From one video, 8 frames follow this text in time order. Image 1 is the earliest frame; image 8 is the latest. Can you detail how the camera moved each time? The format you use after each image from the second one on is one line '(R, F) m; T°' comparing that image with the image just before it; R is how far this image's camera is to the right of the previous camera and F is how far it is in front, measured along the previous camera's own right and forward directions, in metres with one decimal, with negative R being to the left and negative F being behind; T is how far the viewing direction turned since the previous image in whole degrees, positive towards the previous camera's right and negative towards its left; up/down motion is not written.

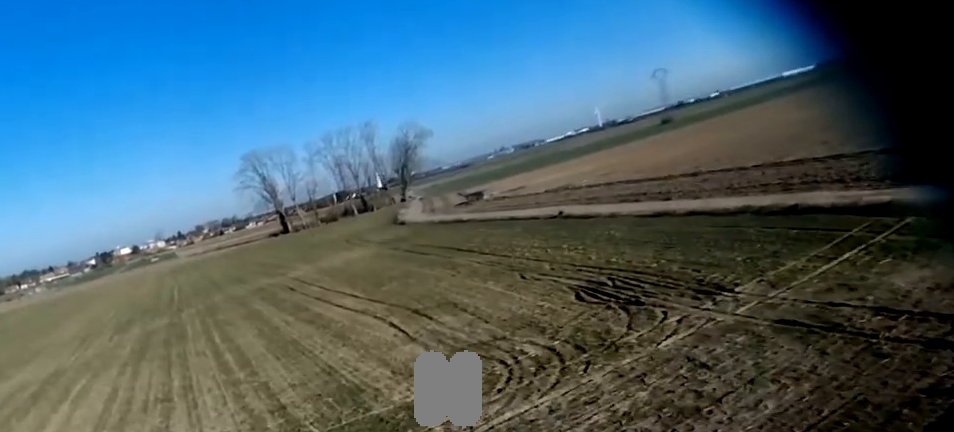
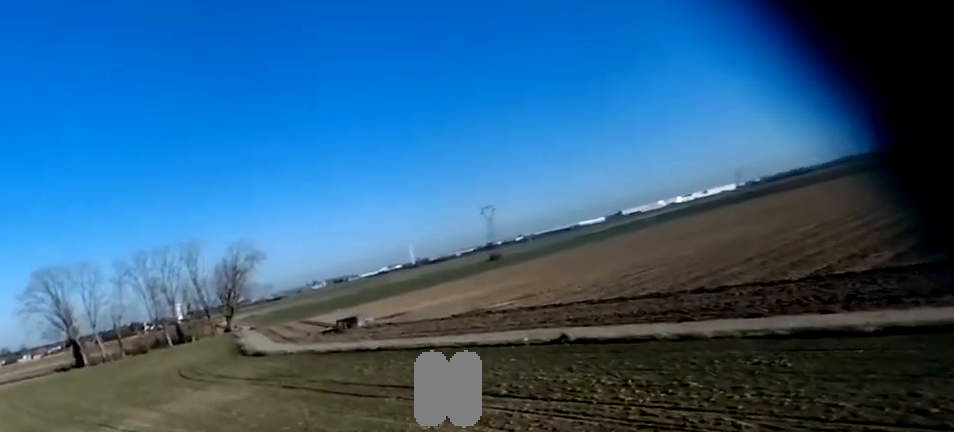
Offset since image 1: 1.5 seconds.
(+3.4, +23.3) m; +15°
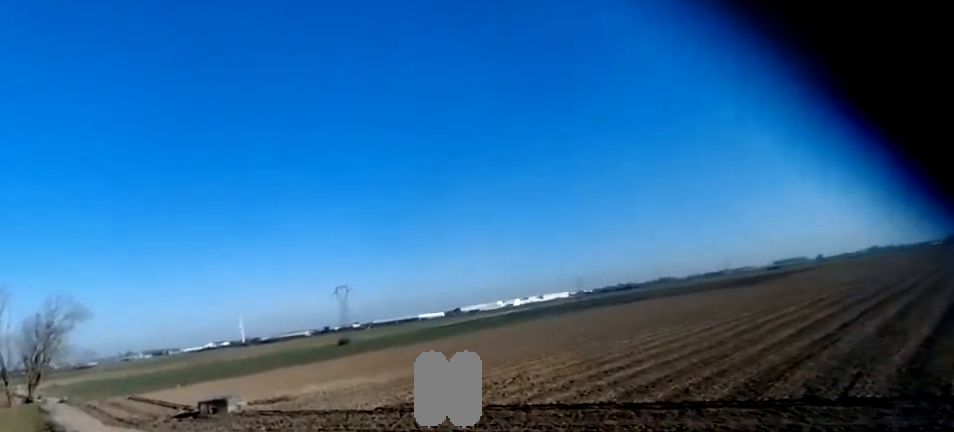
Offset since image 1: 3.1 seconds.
(+1.6, +24.2) m; +8°
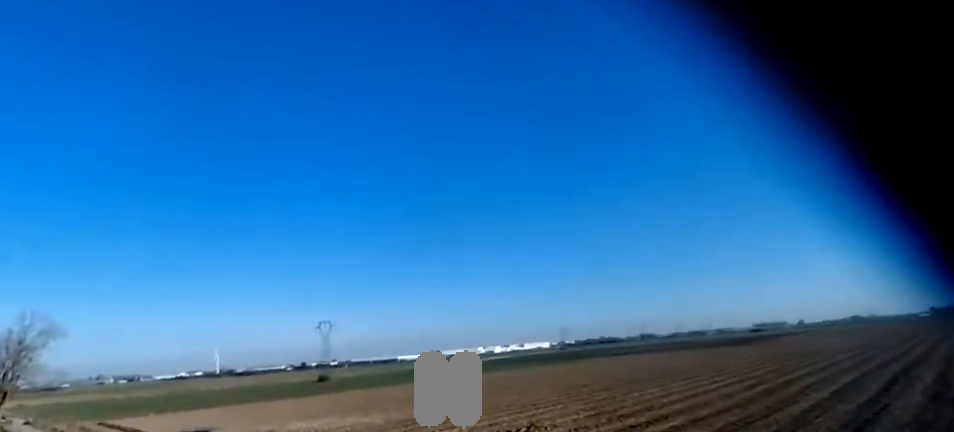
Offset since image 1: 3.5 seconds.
(-0.5, +7.3) m; +4°
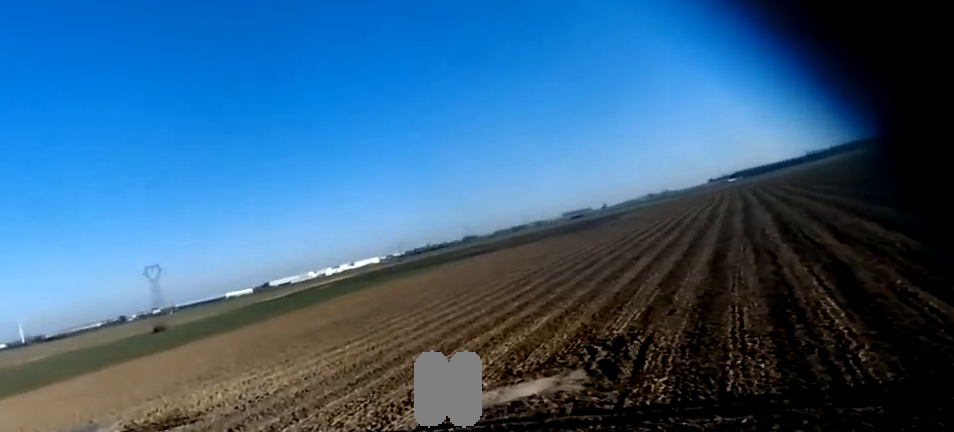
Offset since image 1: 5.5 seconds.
(+4.5, +29.1) m; +15°
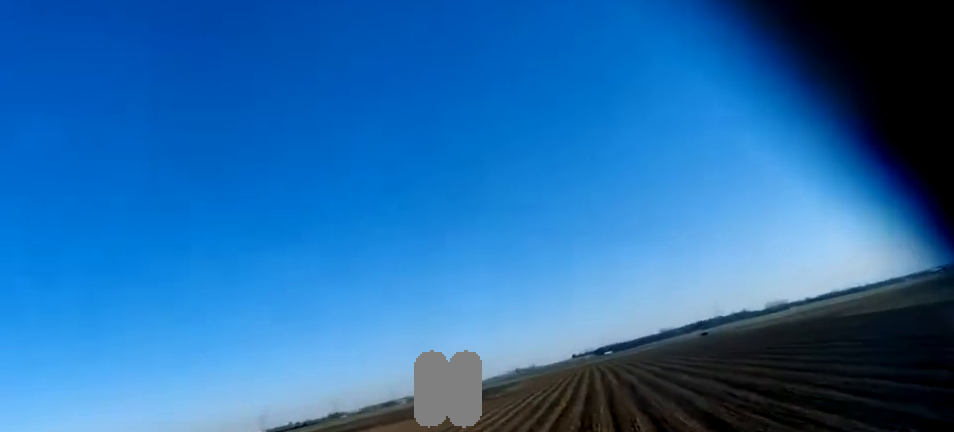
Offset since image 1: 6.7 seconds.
(+1.3, +19.4) m; +6°
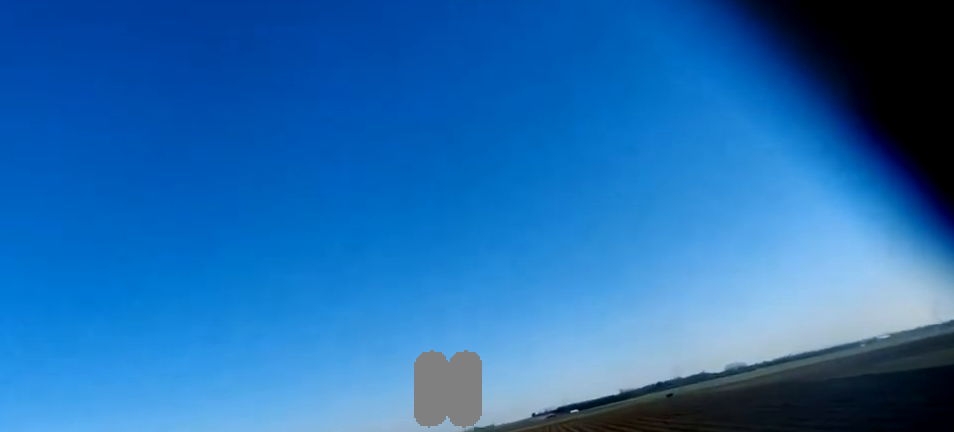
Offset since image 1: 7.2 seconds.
(+0.2, +8.5) m; +4°
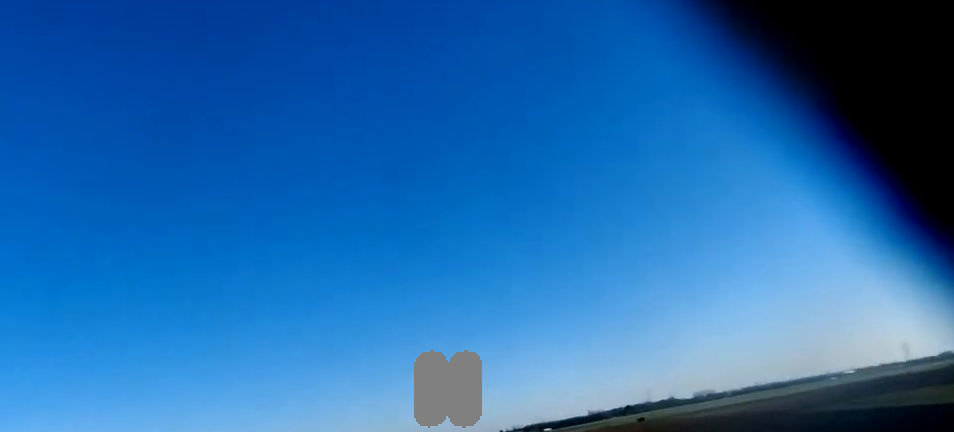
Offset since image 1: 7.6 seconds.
(-0.3, +6.3) m; +3°
